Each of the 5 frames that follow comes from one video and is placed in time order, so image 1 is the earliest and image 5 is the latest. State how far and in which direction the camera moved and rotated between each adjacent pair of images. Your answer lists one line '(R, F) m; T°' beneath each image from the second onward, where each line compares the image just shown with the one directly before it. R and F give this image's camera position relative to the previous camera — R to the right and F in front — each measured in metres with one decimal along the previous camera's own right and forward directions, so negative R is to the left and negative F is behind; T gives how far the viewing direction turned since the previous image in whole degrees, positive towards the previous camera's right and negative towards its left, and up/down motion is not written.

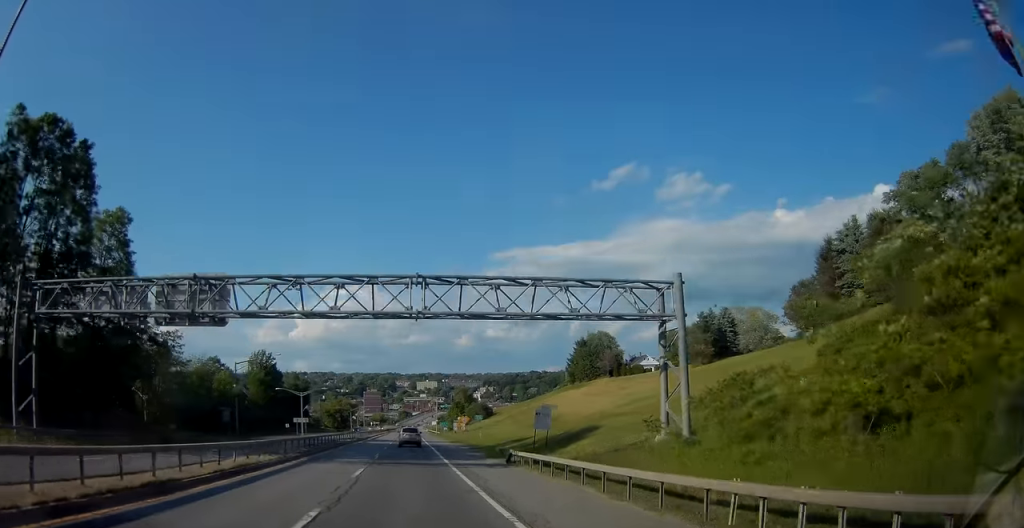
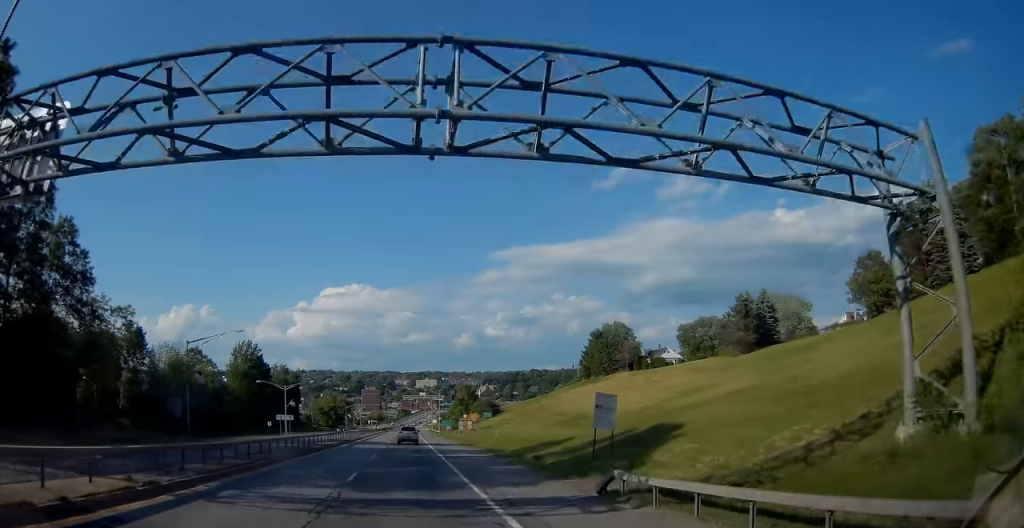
(0.0, +14.5) m; +1°
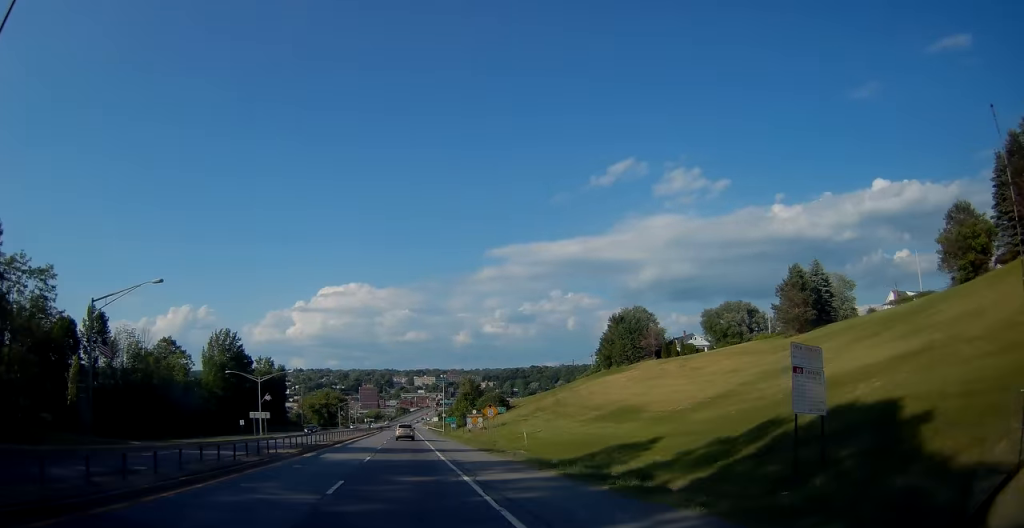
(+0.3, +16.8) m; 0°
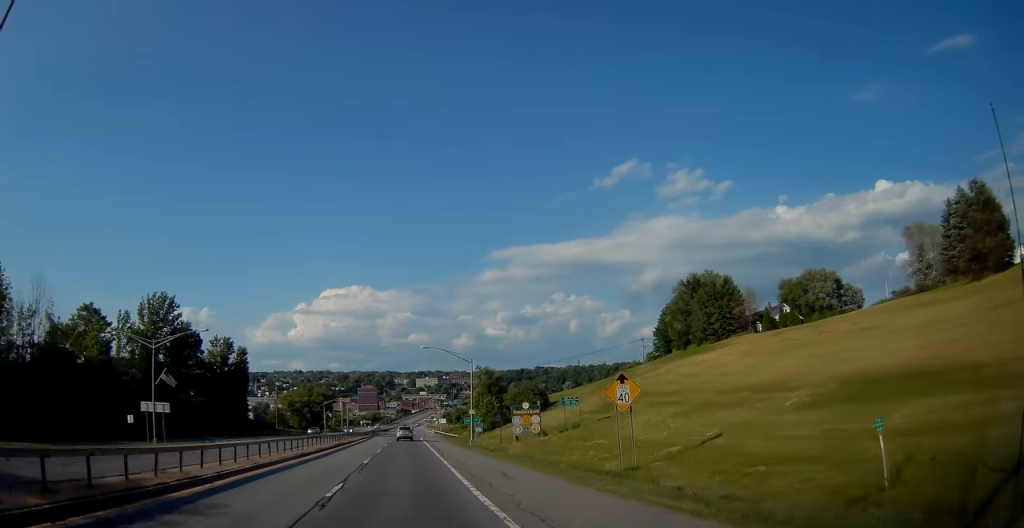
(-0.4, +37.0) m; -1°
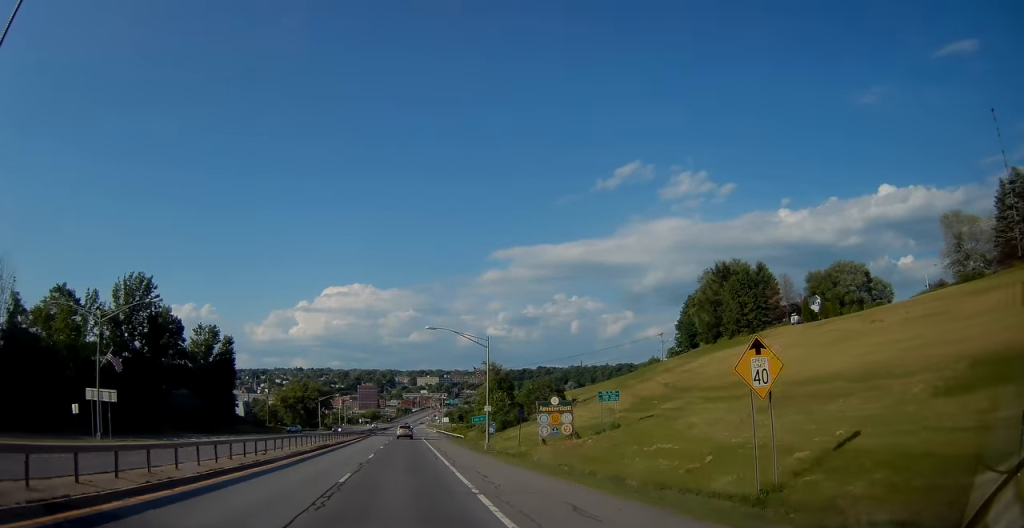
(0.0, +9.8) m; 0°
